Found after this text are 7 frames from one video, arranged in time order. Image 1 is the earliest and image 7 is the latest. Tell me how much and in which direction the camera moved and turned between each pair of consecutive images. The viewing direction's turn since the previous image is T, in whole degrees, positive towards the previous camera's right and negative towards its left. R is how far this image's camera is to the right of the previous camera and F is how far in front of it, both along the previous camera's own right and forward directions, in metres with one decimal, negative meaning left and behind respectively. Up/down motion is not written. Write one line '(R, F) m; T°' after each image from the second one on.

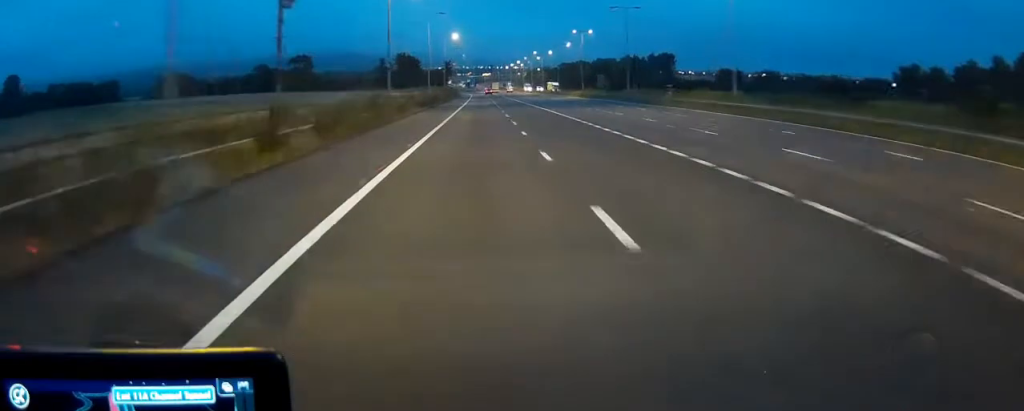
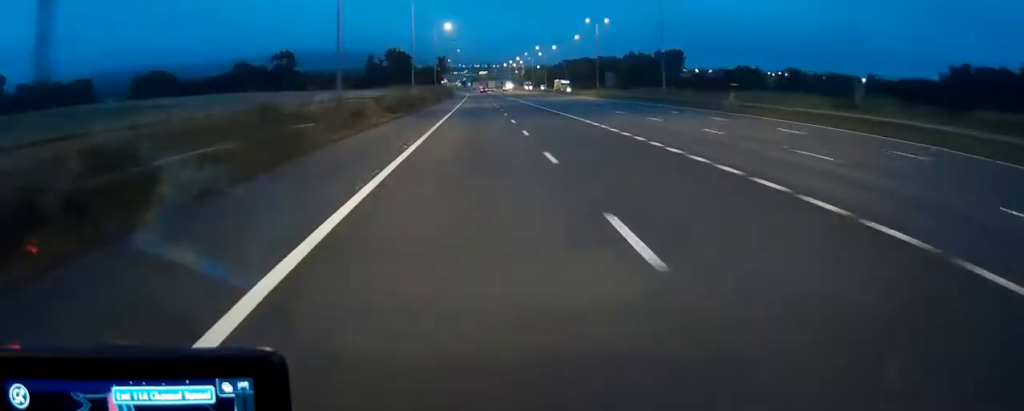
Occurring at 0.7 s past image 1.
(0.0, +19.3) m; 0°
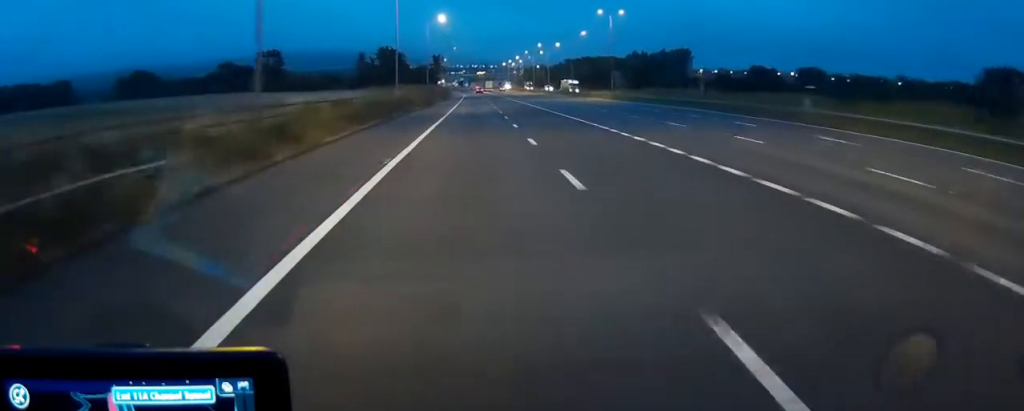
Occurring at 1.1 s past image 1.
(0.0, +13.4) m; 0°
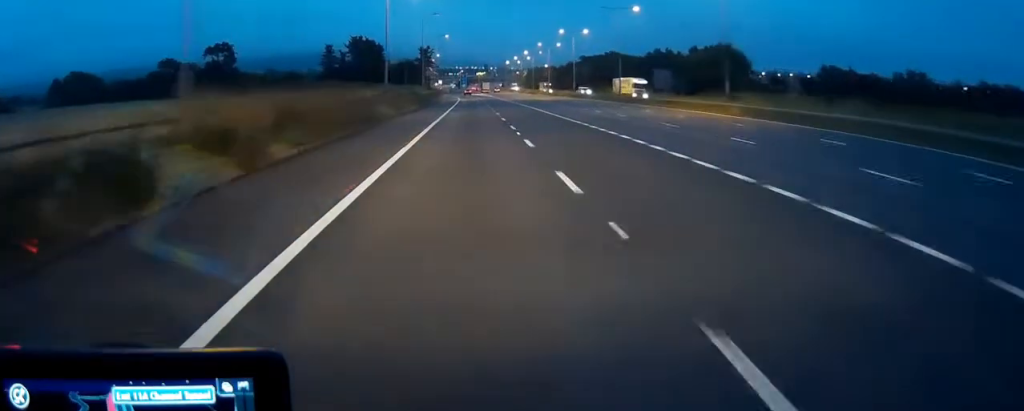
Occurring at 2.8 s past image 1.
(+0.2, +46.4) m; 0°
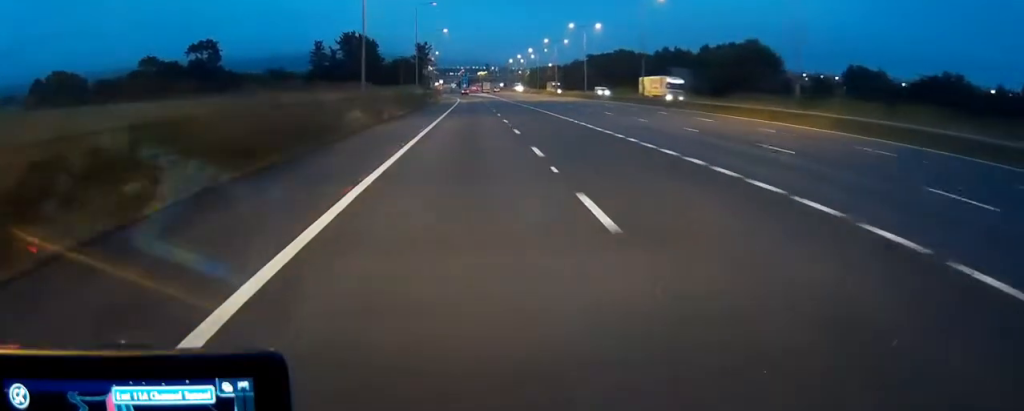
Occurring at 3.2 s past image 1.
(0.0, +12.2) m; 0°
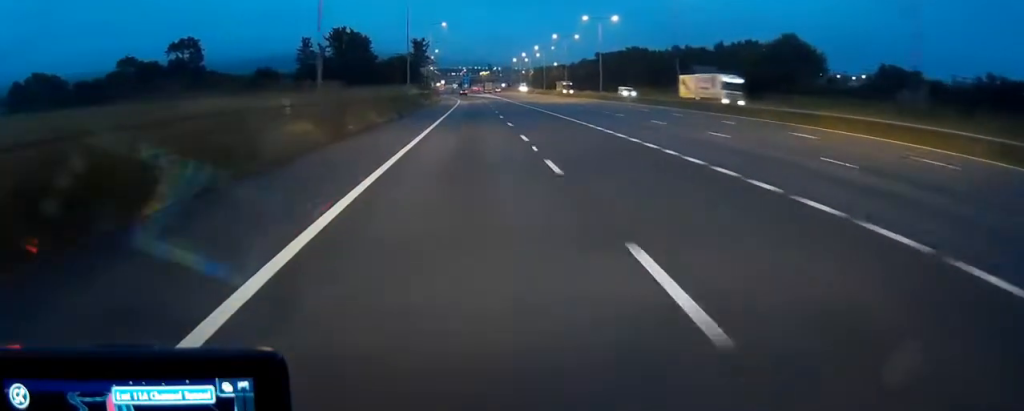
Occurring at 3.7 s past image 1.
(0.0, +13.2) m; 0°
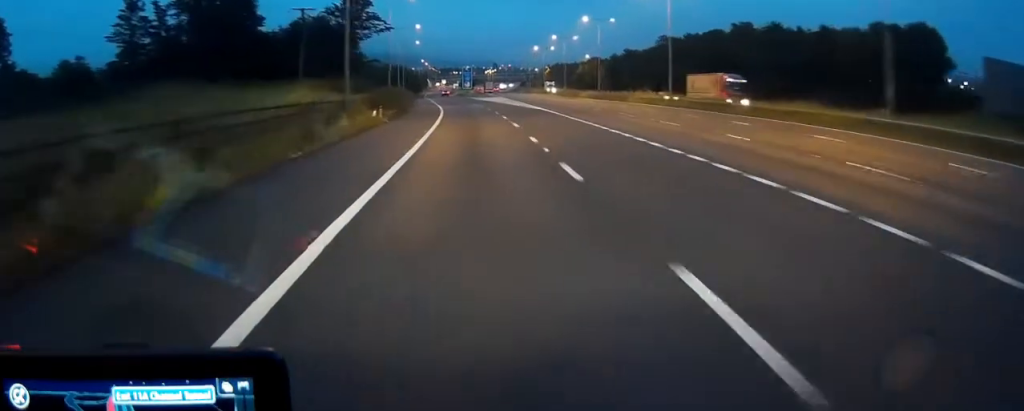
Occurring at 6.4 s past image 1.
(-0.6, +76.2) m; -1°
